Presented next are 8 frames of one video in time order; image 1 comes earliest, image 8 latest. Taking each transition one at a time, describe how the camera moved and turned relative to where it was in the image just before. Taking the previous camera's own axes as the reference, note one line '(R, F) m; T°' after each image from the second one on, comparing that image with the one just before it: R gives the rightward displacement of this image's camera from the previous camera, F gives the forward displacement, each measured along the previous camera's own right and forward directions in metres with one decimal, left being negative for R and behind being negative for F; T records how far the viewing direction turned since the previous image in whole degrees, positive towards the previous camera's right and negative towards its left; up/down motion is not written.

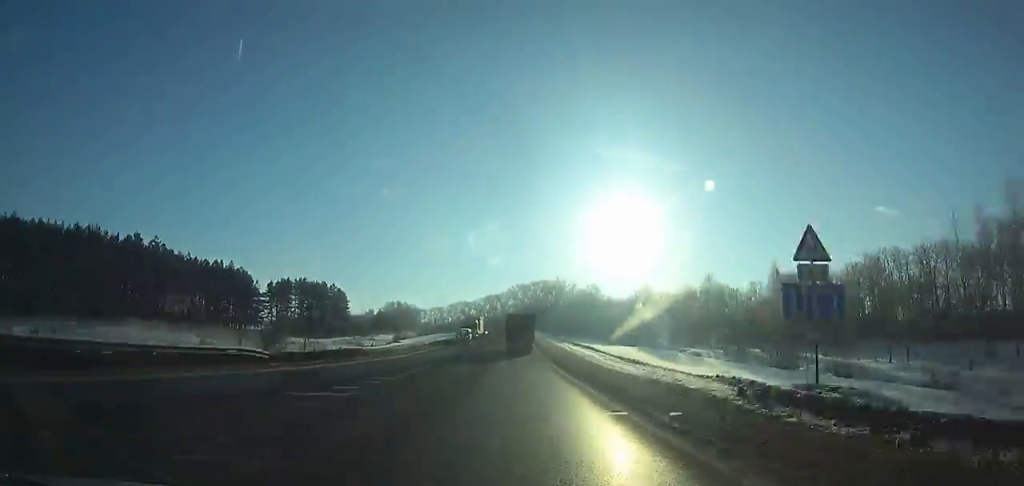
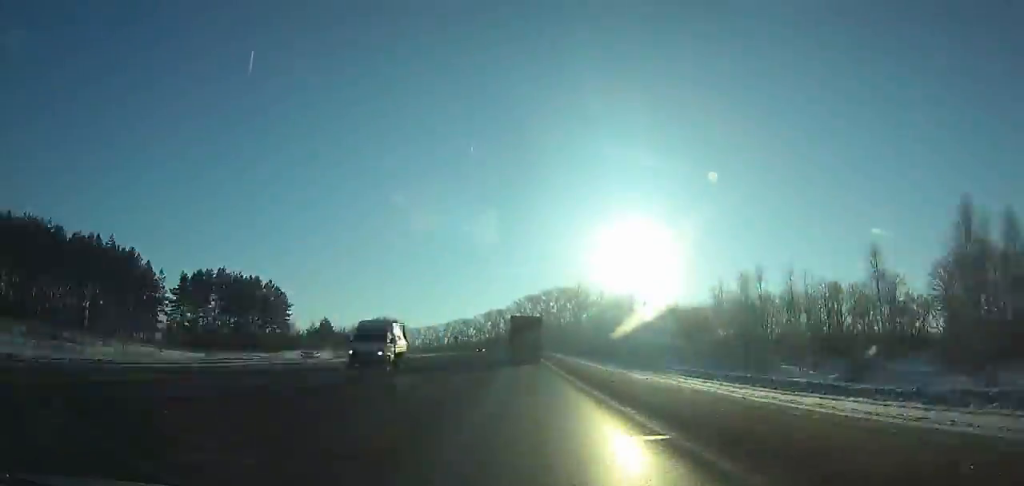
(-0.2, +62.2) m; -1°
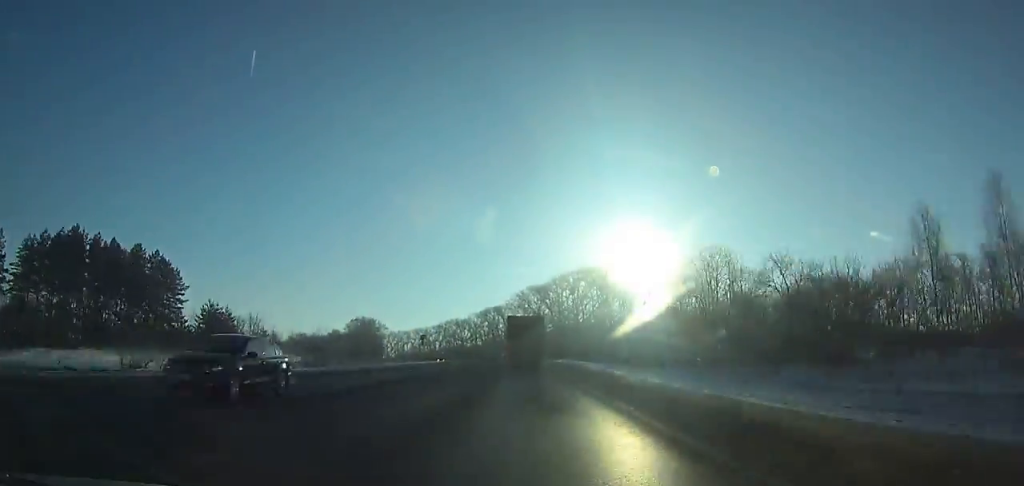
(-0.2, +54.1) m; -1°
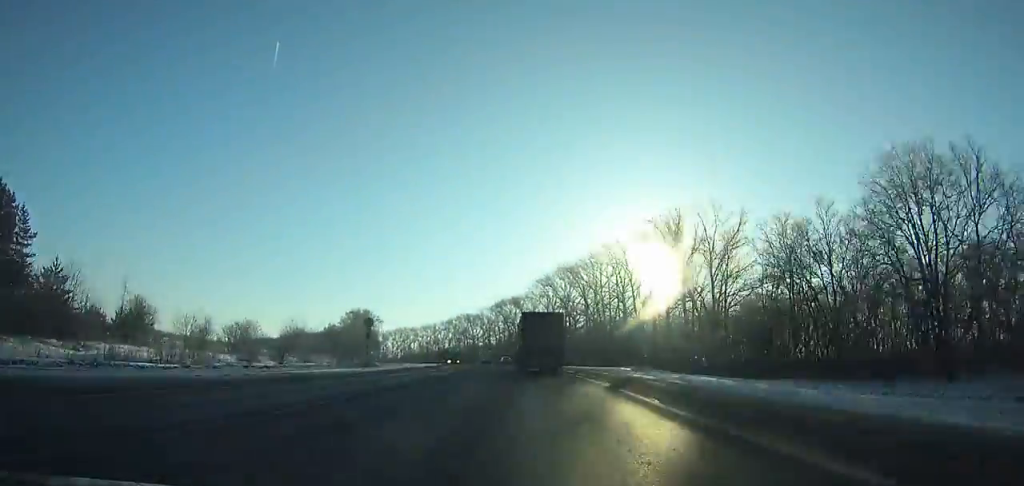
(-0.4, +43.9) m; -2°
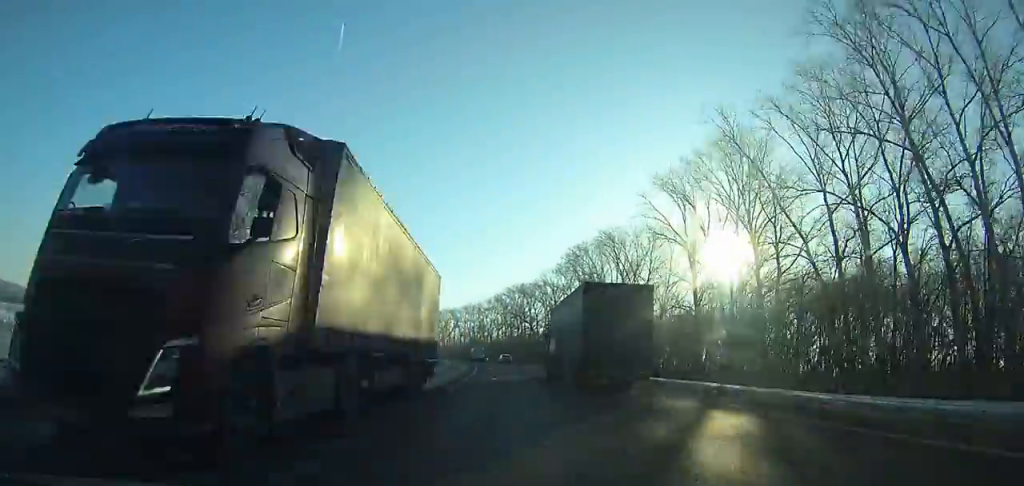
(-4.7, +92.2) m; -7°
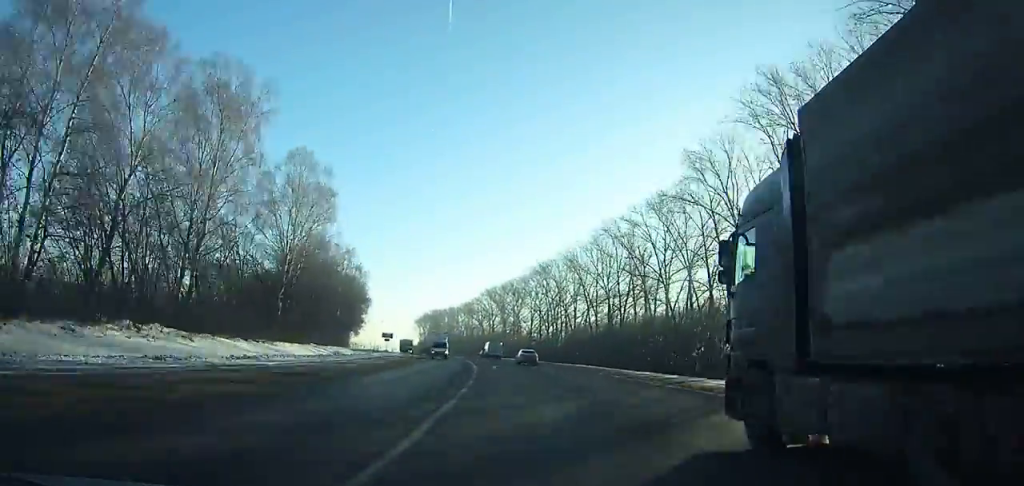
(-17.9, +134.5) m; -12°
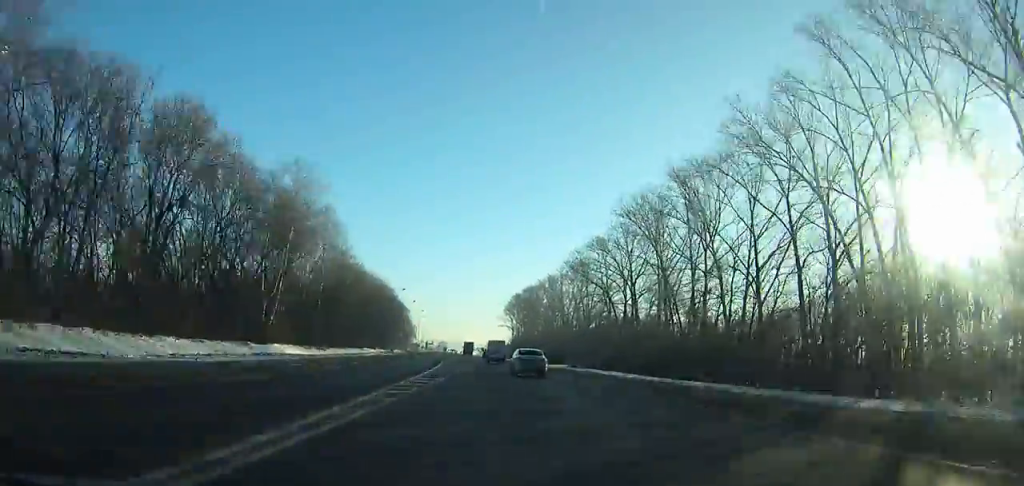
(-4.6, +102.2) m; -7°
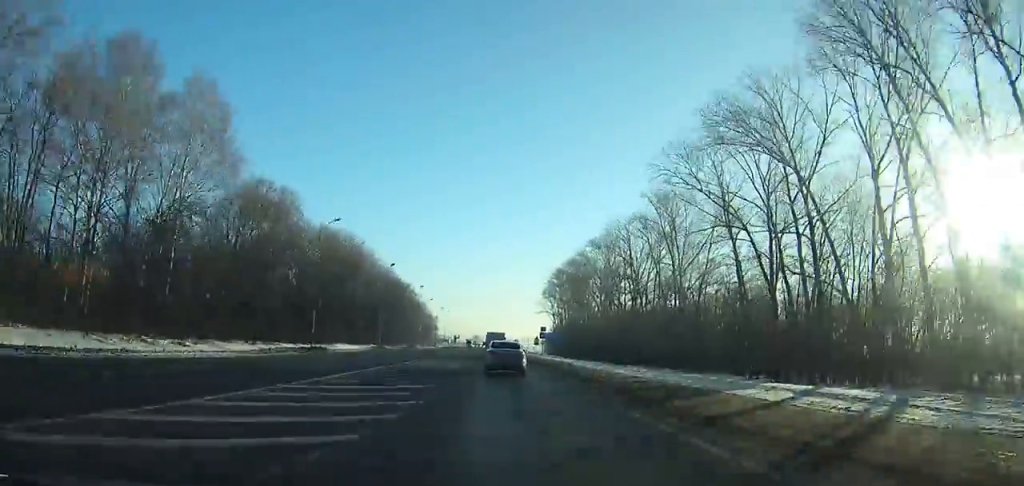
(-2.4, +50.6) m; -4°
